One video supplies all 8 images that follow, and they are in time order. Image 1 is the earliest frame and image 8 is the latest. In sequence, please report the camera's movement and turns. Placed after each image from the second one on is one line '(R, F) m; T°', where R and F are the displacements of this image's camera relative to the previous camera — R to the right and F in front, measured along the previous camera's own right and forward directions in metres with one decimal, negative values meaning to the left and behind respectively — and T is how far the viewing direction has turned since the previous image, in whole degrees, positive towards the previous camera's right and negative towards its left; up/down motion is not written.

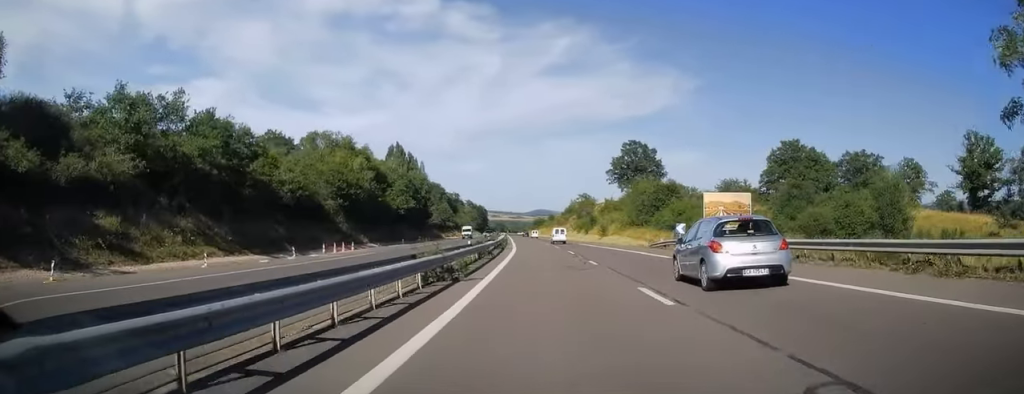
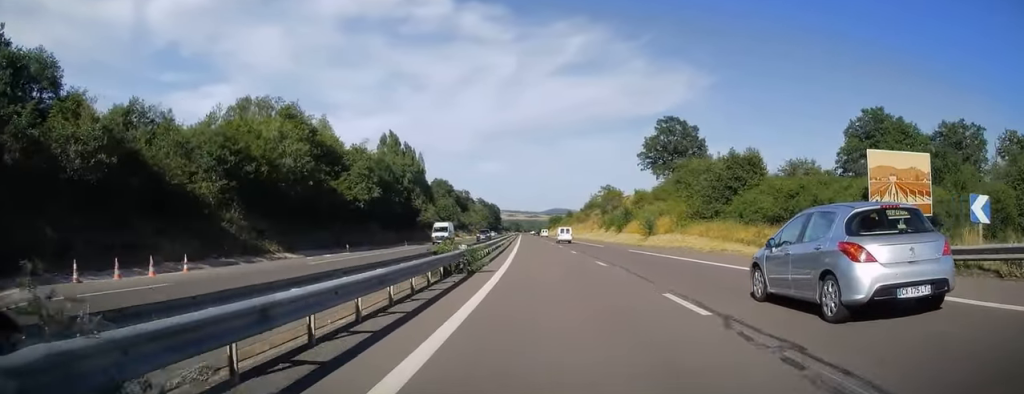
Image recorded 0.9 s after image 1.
(-0.7, +27.6) m; -2°
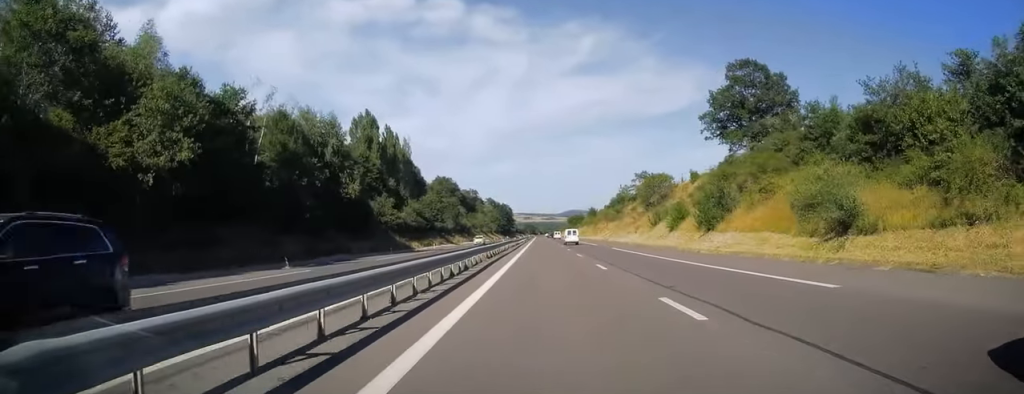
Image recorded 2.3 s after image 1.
(-0.5, +39.4) m; -1°
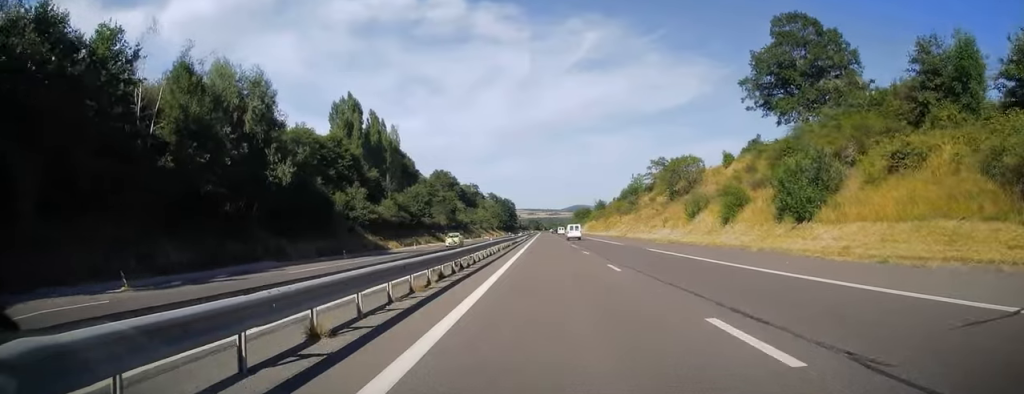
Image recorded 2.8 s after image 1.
(0.0, +16.2) m; 0°
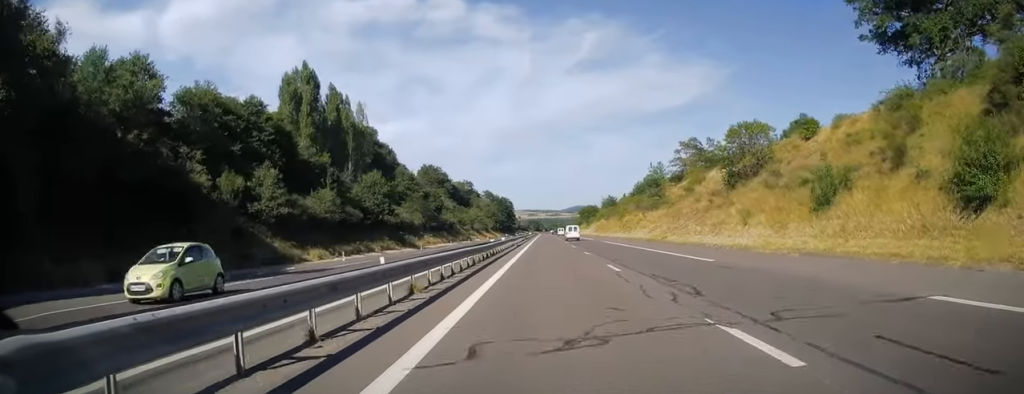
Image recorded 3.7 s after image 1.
(0.0, +26.1) m; -1°
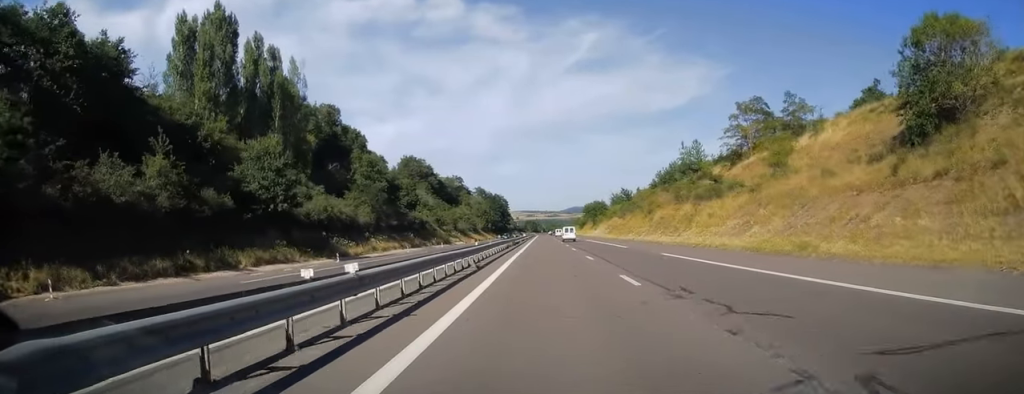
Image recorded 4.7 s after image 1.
(-0.4, +30.5) m; 0°
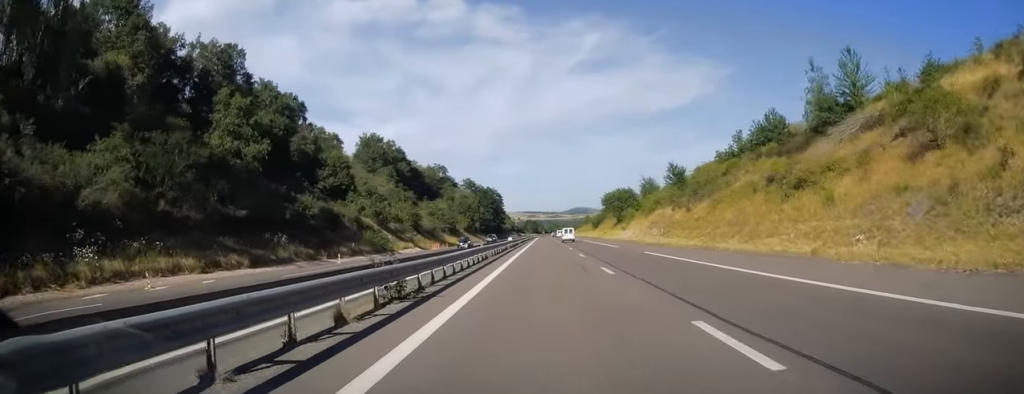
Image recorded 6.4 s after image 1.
(+0.6, +47.7) m; 0°
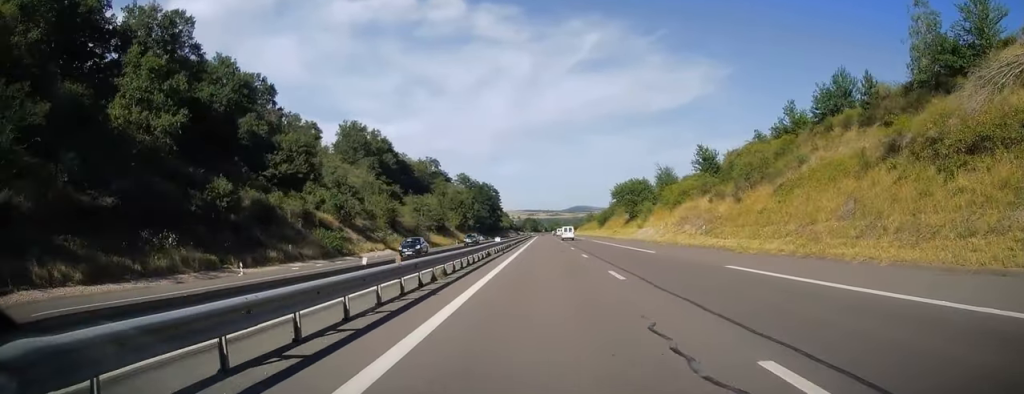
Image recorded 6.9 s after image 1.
(+0.1, +15.7) m; 0°
